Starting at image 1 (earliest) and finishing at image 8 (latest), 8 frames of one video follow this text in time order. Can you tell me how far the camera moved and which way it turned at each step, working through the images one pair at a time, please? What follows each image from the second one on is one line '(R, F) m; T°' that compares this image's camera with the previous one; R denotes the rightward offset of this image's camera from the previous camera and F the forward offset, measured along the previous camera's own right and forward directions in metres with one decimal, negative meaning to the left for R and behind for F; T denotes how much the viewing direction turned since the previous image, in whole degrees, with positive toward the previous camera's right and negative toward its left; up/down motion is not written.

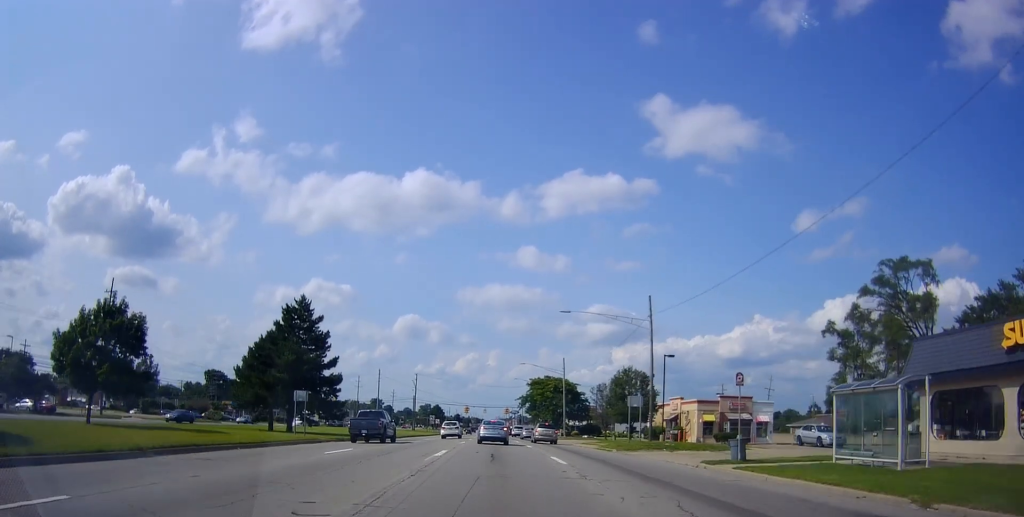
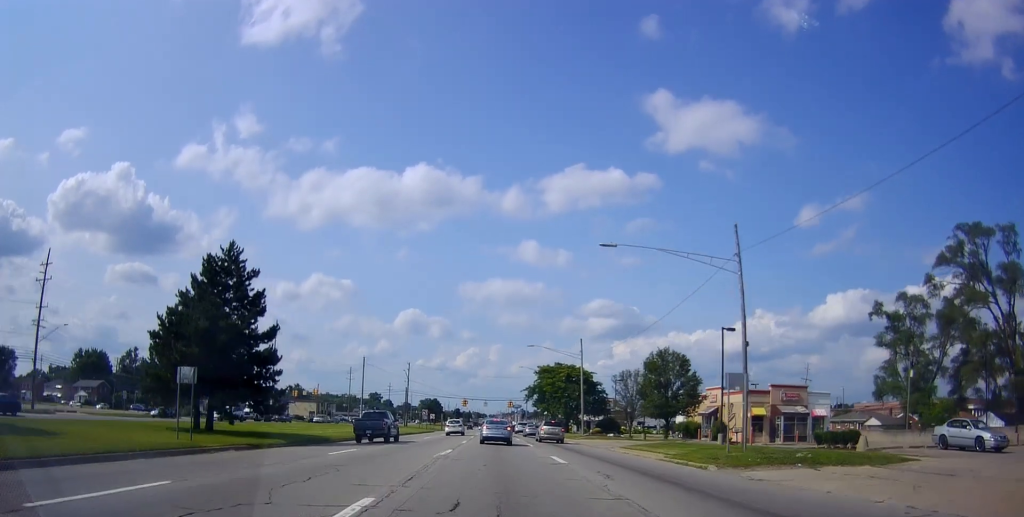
(+0.3, +14.8) m; +1°
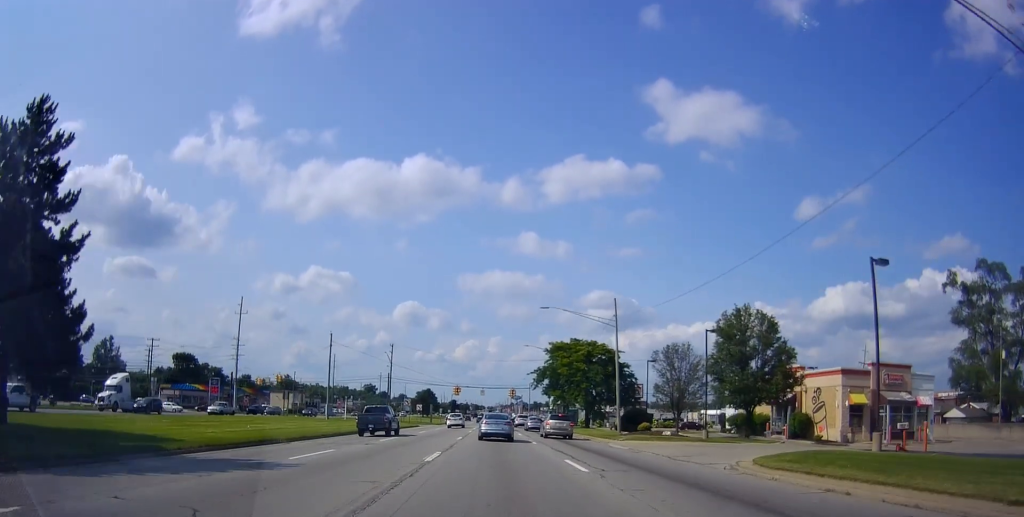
(0.0, +19.4) m; 0°
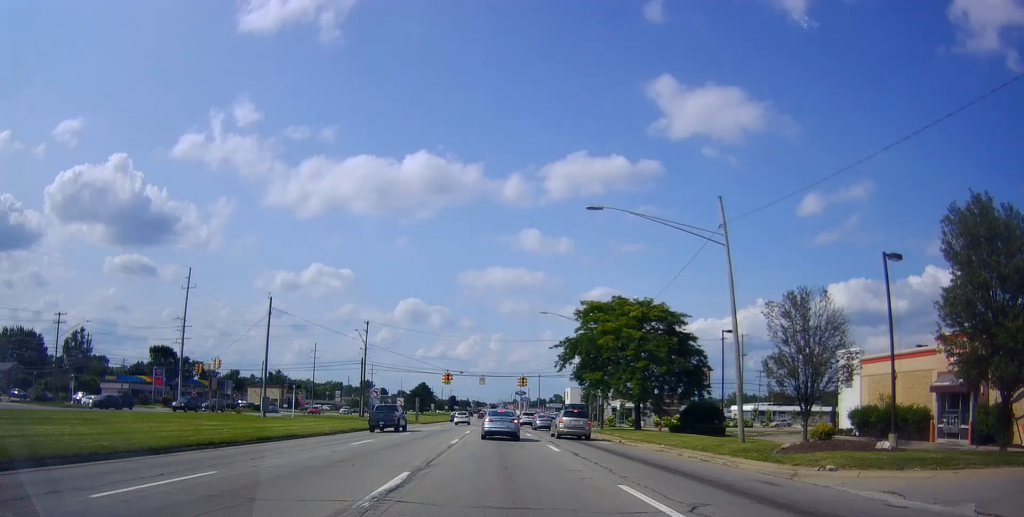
(0.0, +23.3) m; -1°
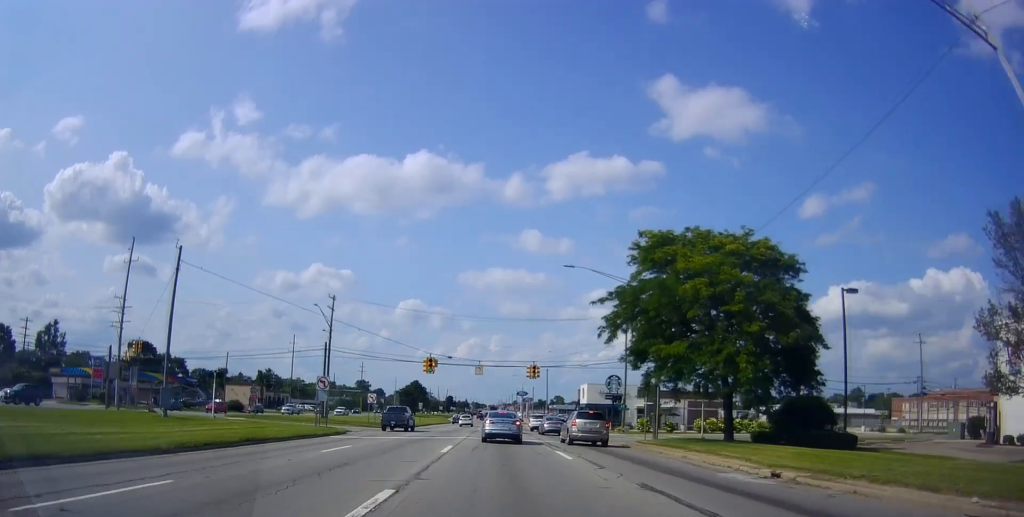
(-0.4, +18.7) m; 0°
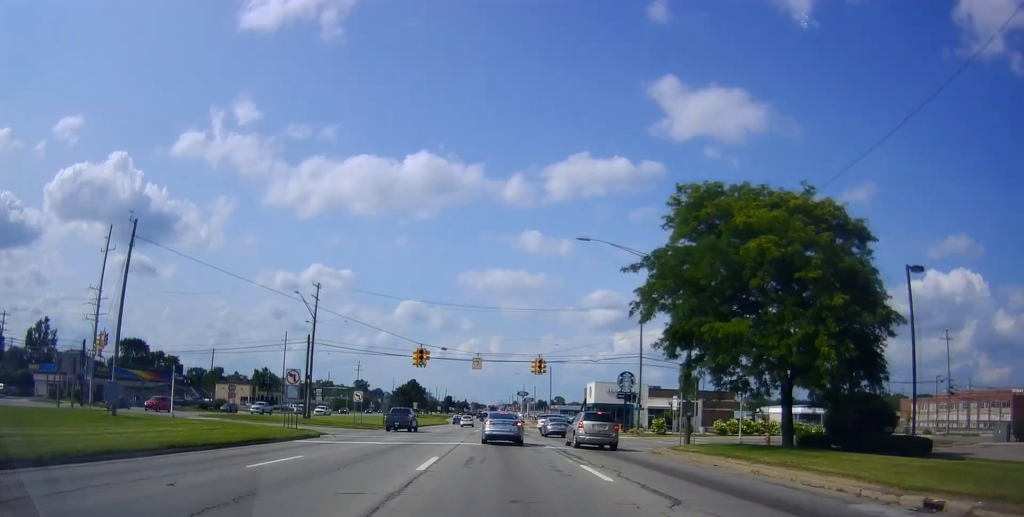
(+0.1, +6.1) m; -1°
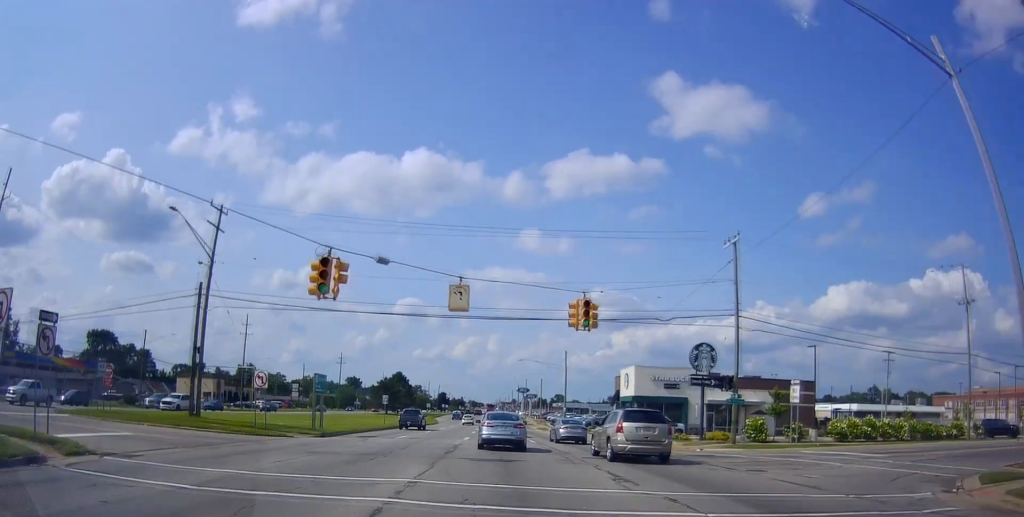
(-0.6, +22.9) m; -1°
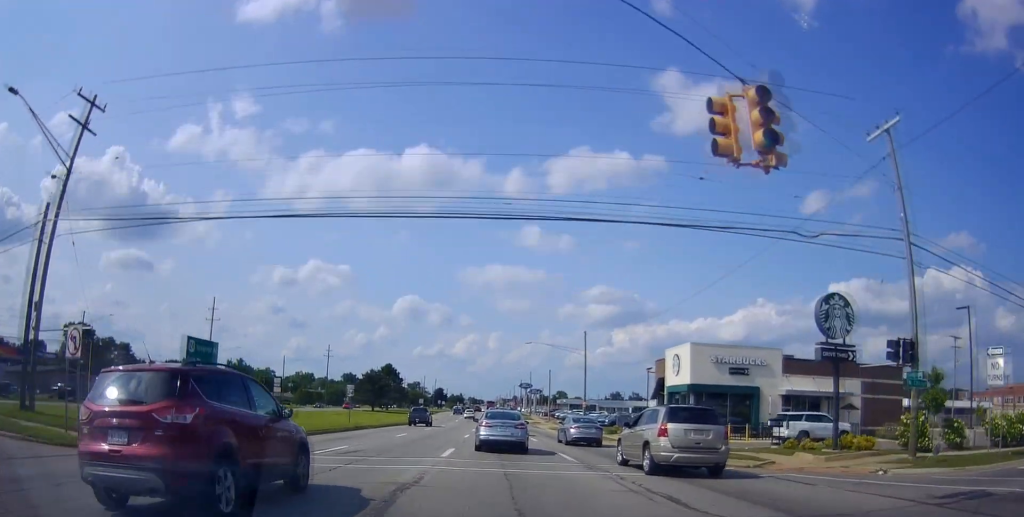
(+0.6, +15.9) m; 0°
